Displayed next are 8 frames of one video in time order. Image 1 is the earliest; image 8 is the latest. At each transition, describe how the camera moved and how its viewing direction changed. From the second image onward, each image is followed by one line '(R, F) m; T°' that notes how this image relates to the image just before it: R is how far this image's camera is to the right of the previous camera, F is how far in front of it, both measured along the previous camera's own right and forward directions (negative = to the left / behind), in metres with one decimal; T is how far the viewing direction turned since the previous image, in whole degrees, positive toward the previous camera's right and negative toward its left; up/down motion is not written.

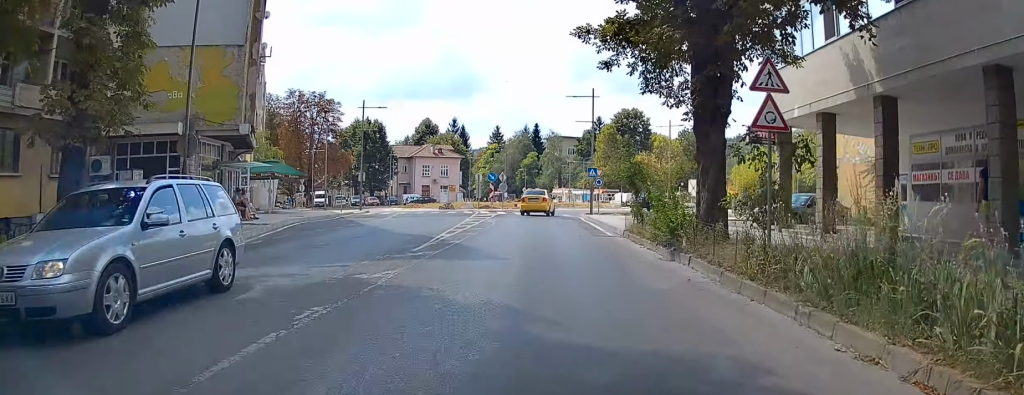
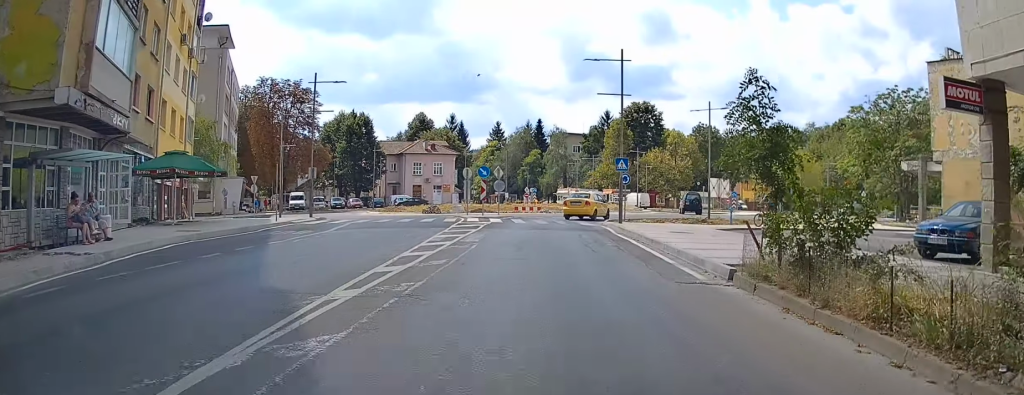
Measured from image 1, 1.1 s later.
(0.0, +11.2) m; -5°
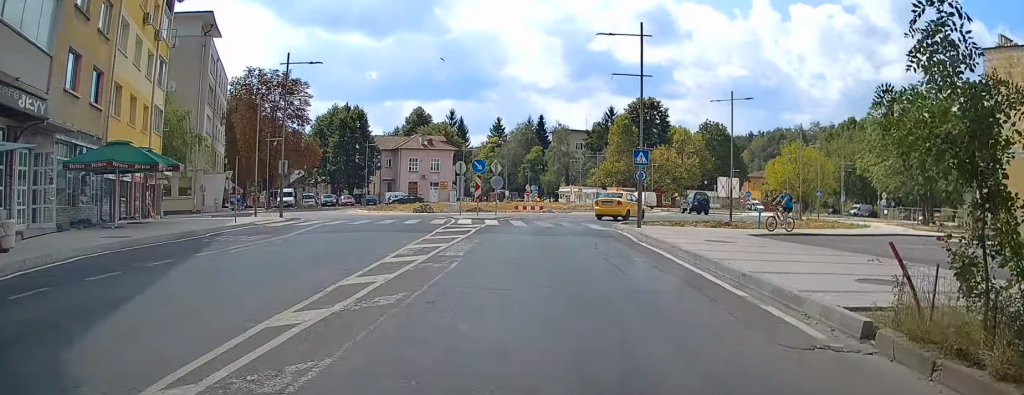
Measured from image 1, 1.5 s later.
(-0.3, +4.4) m; 0°
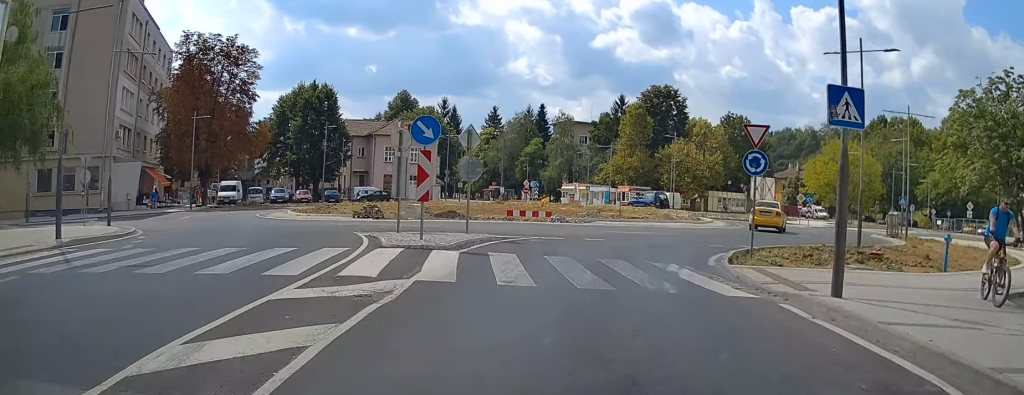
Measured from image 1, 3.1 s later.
(+0.8, +16.1) m; +10°
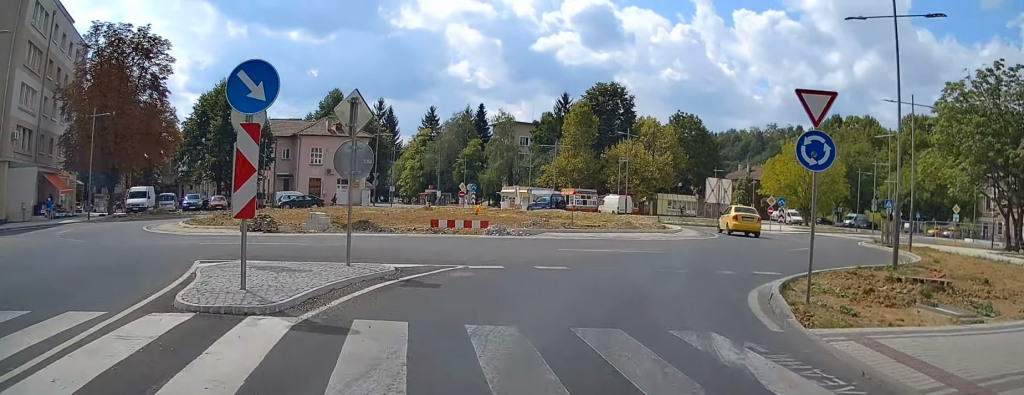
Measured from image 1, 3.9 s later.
(0.0, +6.8) m; +8°
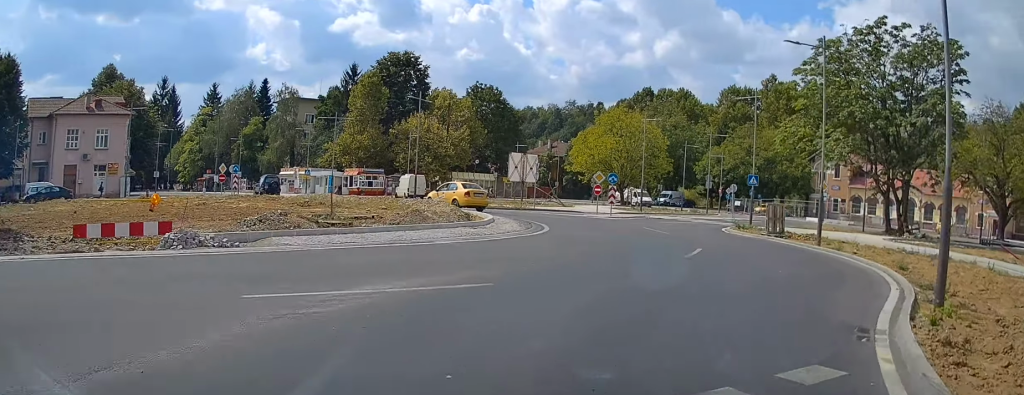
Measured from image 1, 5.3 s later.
(+1.8, +10.8) m; +9°
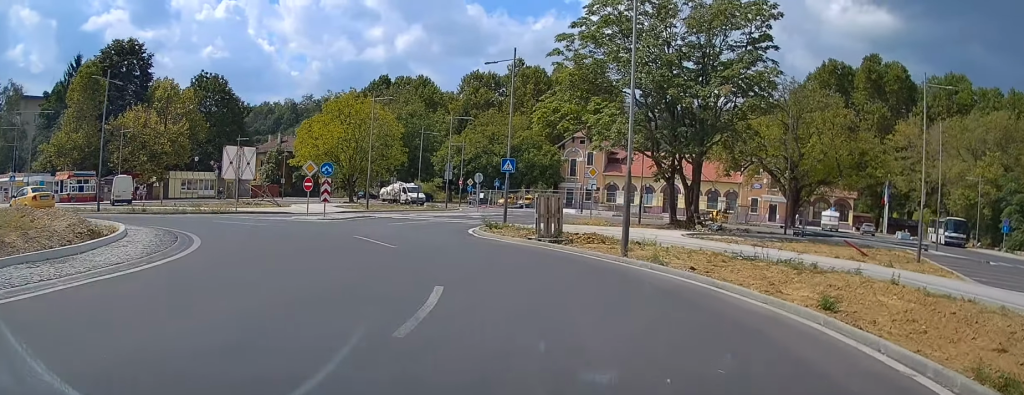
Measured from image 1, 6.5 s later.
(-0.5, +9.2) m; +6°
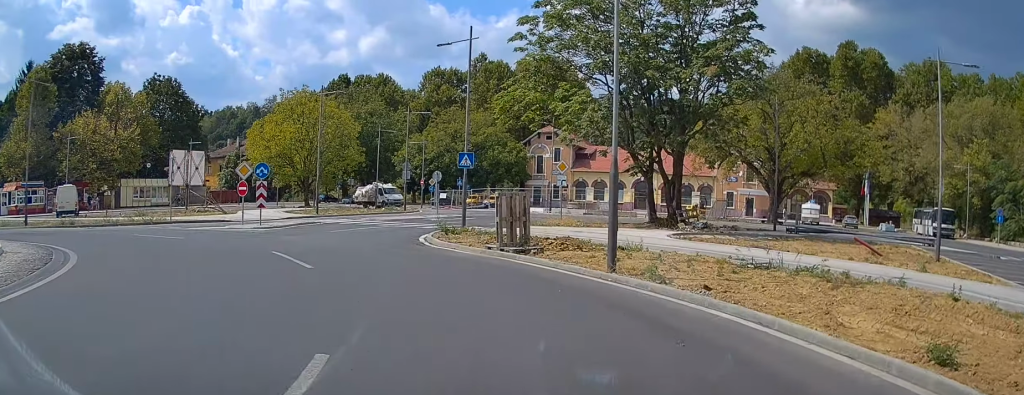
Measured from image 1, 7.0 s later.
(+0.4, +3.9) m; +7°
